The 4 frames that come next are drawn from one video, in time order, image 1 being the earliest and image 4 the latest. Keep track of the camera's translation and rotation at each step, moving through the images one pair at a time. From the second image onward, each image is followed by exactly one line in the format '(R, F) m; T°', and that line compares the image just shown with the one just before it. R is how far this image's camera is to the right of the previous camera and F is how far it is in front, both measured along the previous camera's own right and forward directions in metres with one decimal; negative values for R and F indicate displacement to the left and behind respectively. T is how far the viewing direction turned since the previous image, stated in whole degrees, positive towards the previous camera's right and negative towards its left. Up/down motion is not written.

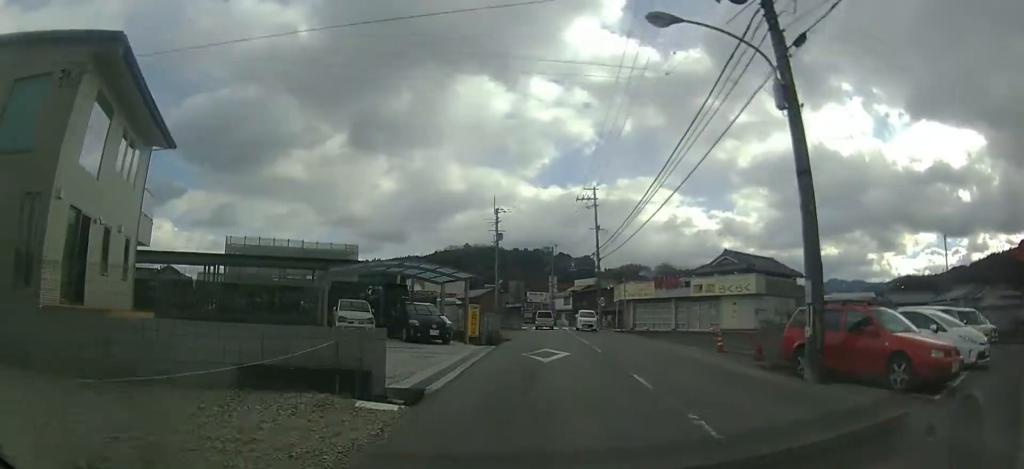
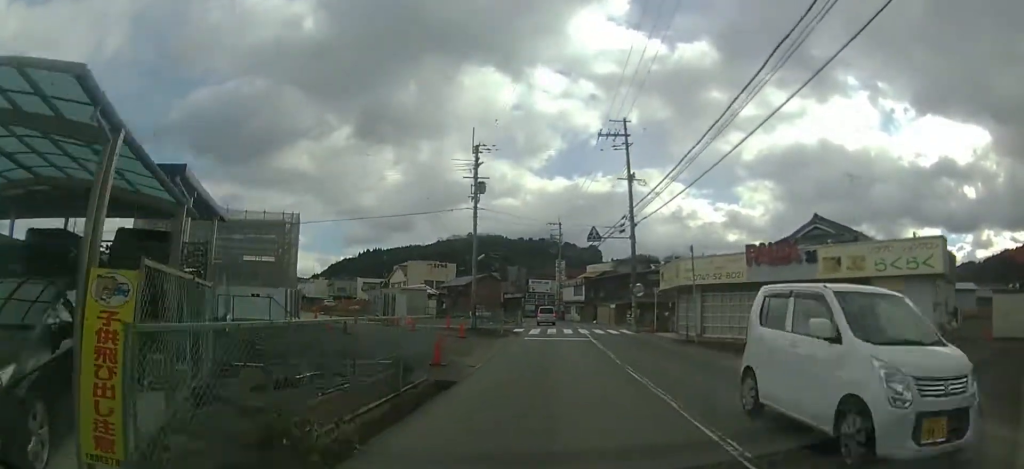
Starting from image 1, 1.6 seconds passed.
(-0.5, +16.7) m; -6°
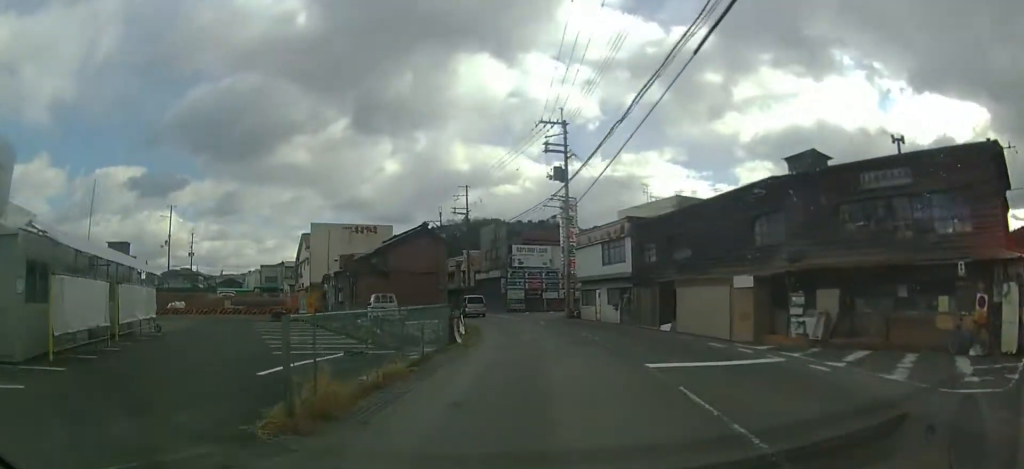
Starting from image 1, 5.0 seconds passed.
(-1.2, +36.5) m; -1°
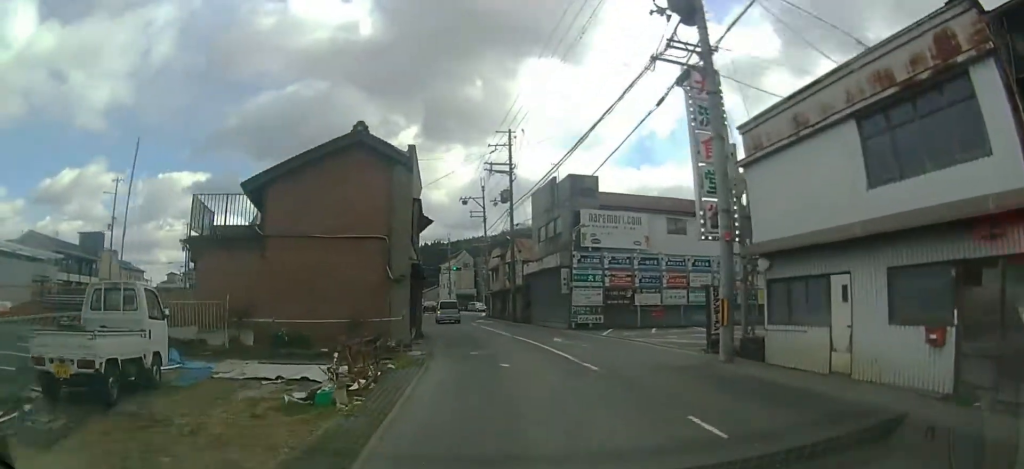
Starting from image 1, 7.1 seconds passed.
(0.0, +23.1) m; -2°
